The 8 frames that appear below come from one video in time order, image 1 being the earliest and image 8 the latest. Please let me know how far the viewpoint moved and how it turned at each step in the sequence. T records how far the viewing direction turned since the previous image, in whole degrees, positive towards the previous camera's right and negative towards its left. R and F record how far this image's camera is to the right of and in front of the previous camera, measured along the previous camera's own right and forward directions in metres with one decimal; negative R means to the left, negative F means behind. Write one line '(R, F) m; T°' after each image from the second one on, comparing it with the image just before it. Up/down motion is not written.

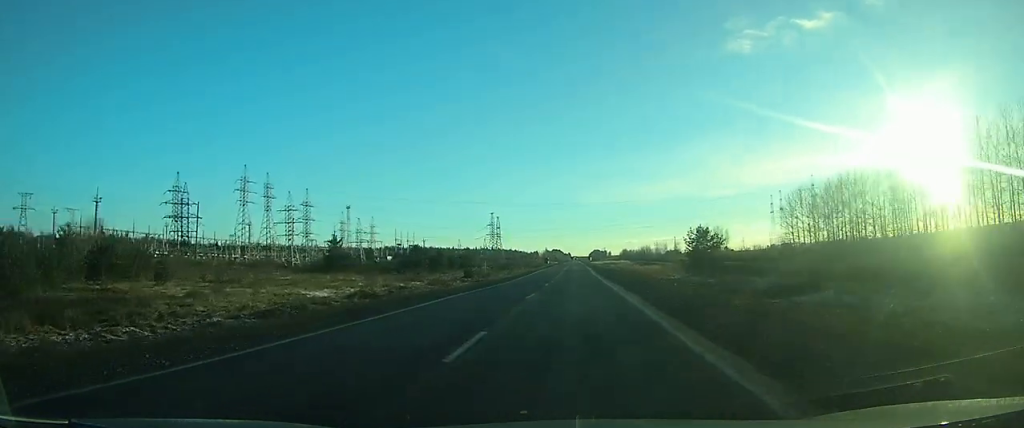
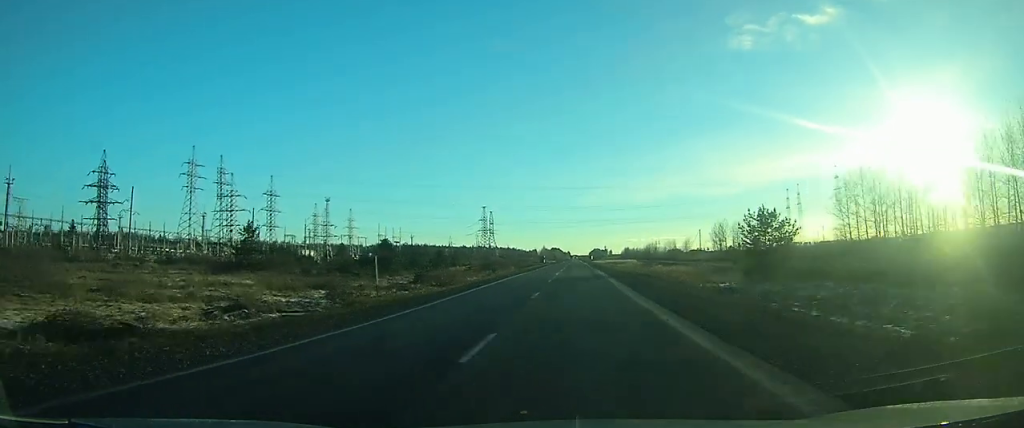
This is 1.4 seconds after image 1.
(0.0, +37.0) m; 0°
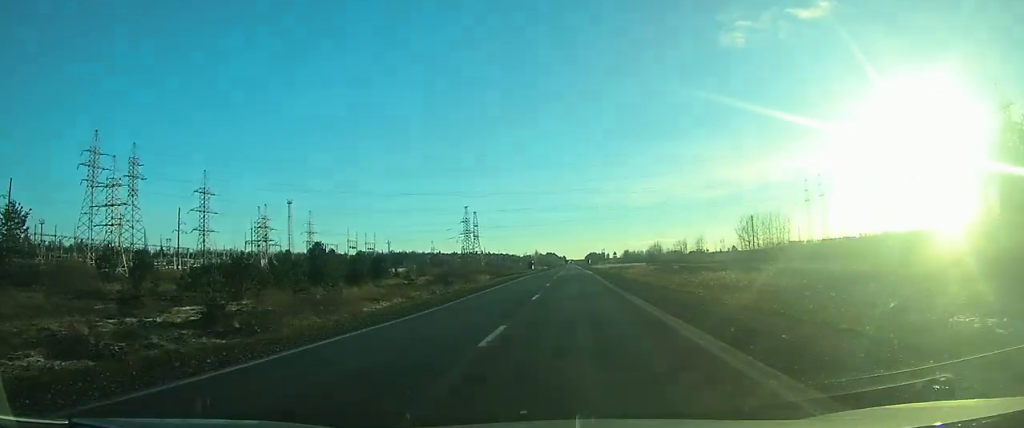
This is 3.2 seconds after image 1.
(+0.1, +47.0) m; 0°
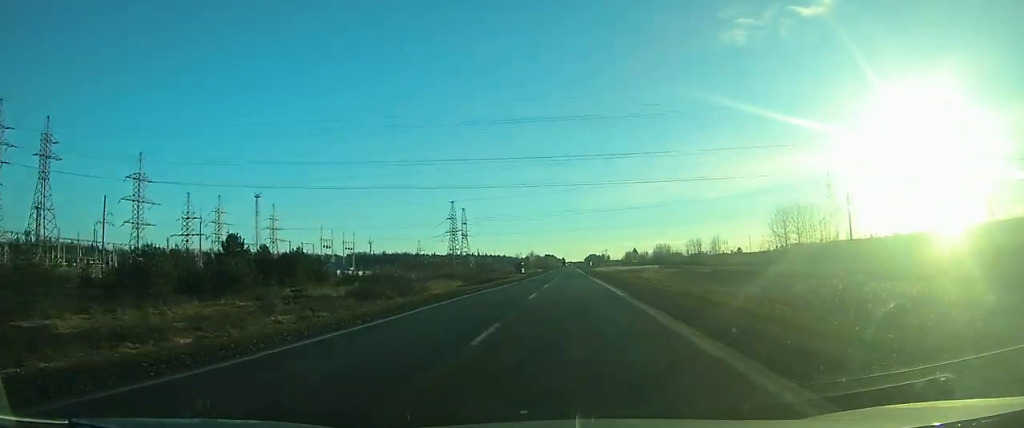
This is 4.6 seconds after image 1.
(+0.1, +35.6) m; 0°
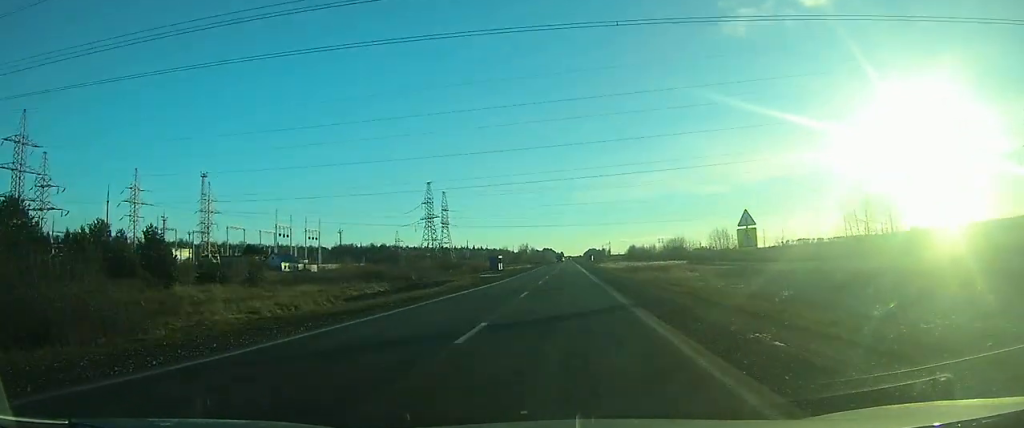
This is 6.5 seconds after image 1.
(+0.1, +45.4) m; 0°
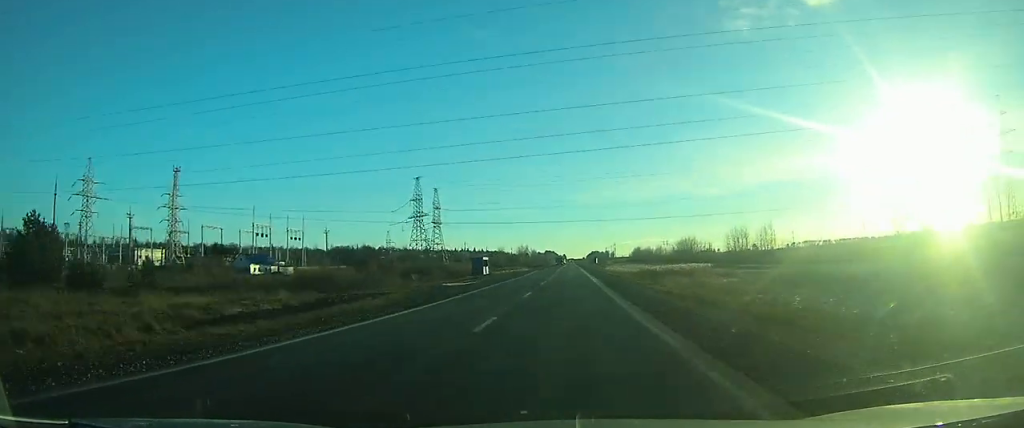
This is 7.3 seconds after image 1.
(0.0, +20.8) m; 0°
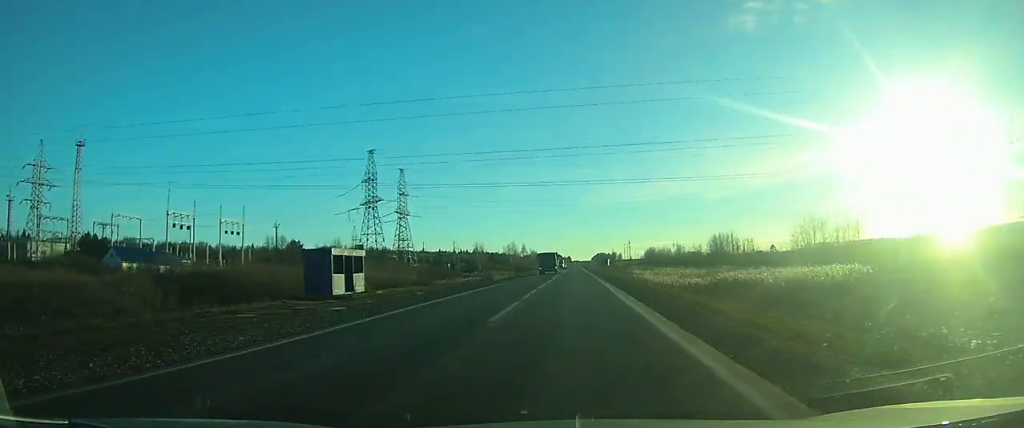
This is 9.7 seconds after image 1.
(0.0, +57.6) m; 0°
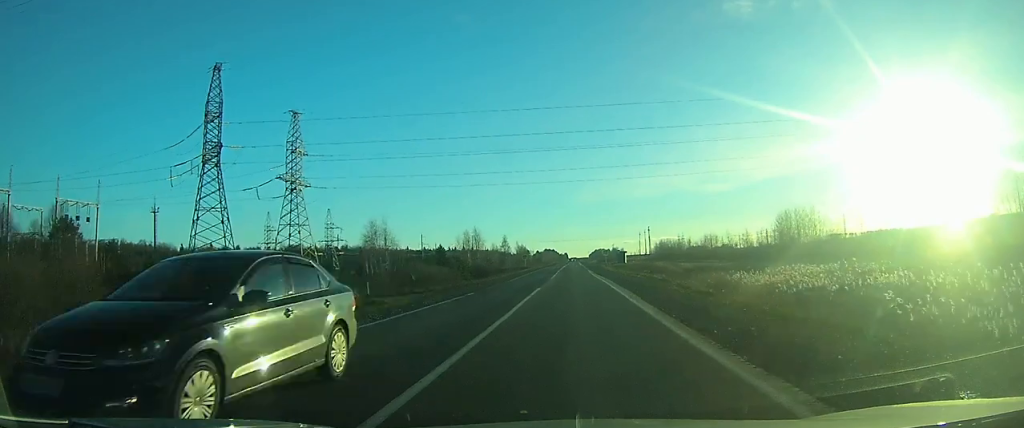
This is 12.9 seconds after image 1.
(-0.1, +81.3) m; 0°
